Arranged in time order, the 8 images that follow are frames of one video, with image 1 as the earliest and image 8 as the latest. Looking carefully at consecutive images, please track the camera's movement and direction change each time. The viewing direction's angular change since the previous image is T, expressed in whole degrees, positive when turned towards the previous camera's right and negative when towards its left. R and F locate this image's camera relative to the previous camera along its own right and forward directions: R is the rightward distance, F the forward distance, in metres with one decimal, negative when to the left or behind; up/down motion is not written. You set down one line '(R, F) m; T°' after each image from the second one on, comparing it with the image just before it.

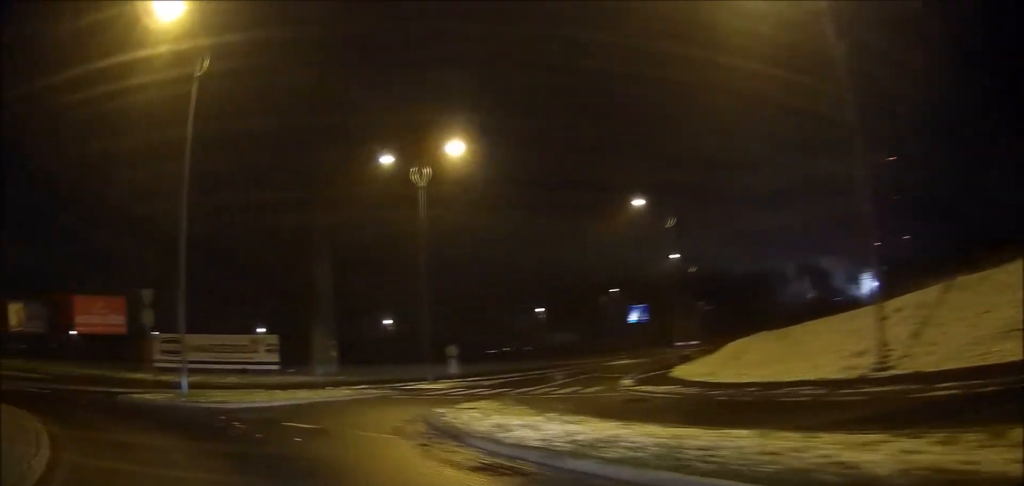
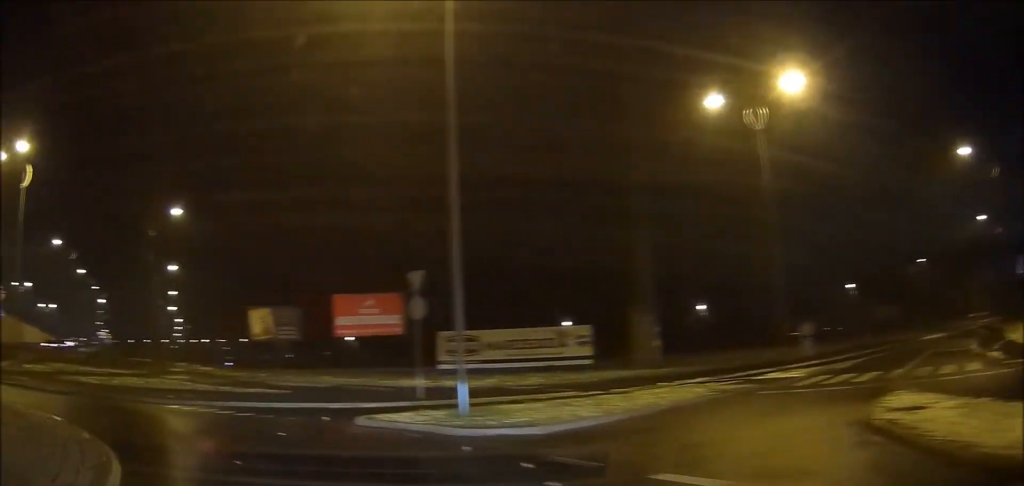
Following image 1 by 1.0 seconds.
(-1.1, +6.9) m; -33°
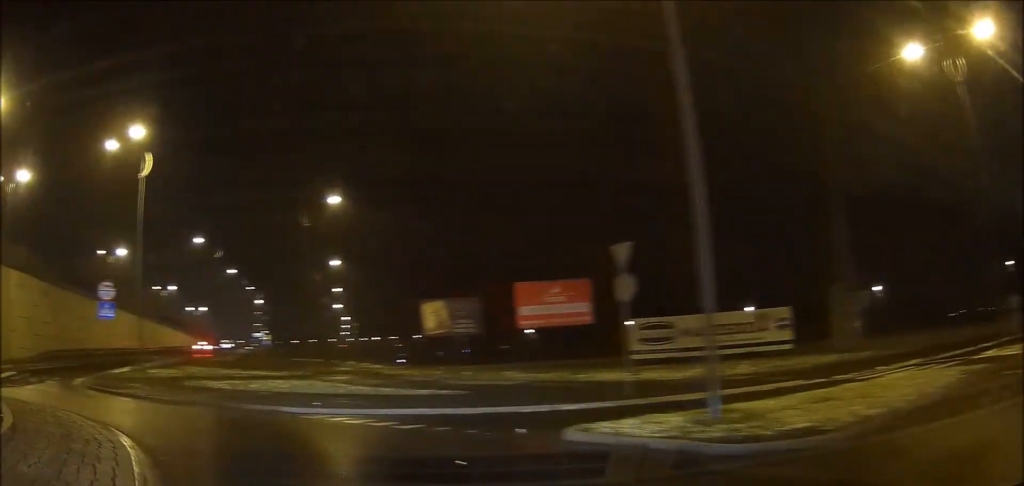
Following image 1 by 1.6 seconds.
(-1.5, +3.5) m; -16°
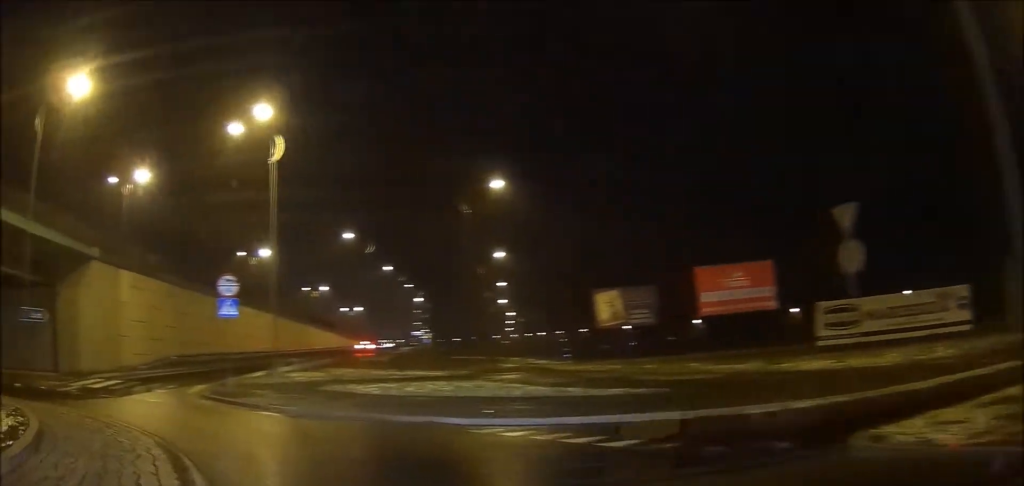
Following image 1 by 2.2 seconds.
(-0.7, +3.6) m; -13°
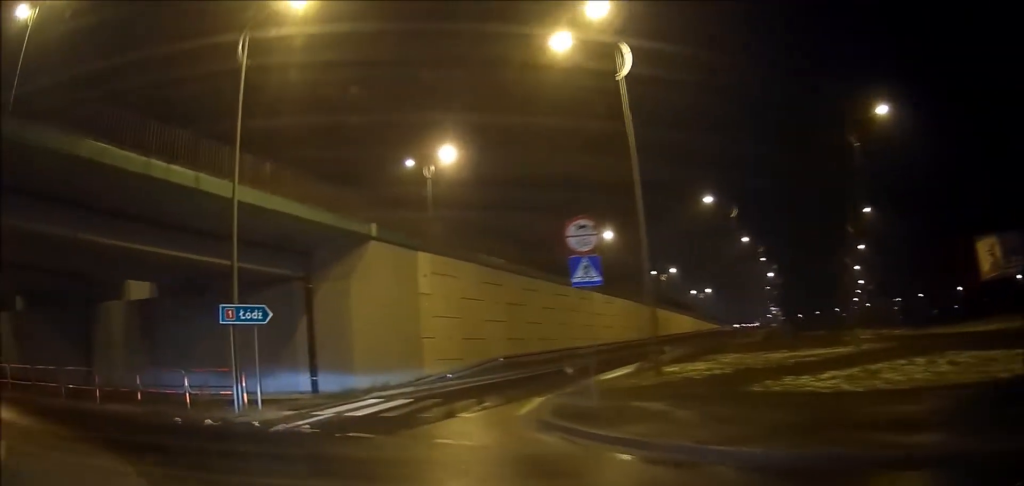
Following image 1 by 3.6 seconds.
(-1.5, +9.7) m; -17°
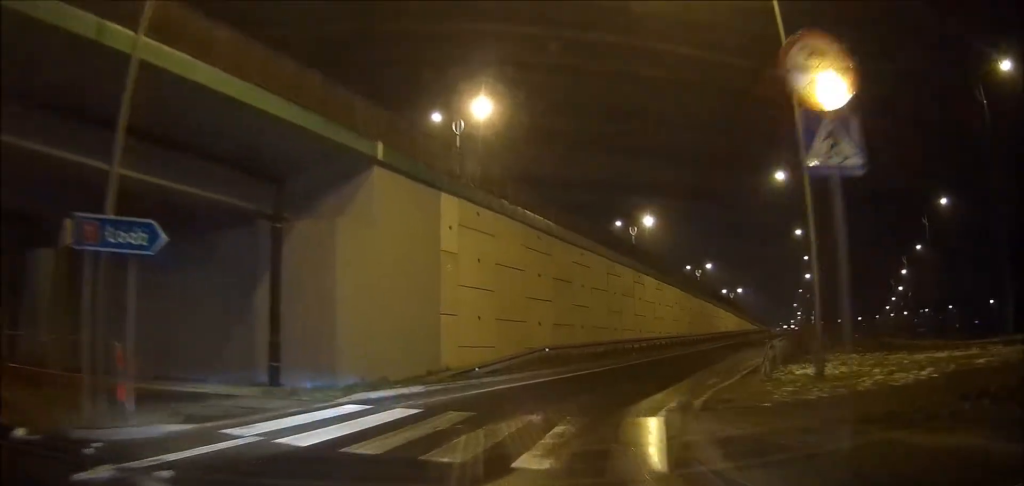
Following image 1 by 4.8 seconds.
(-0.8, +9.2) m; -5°
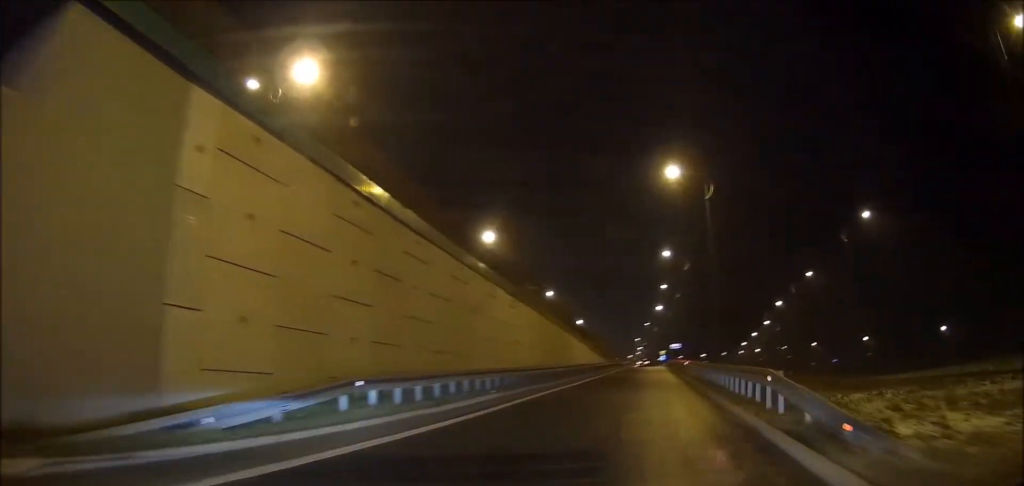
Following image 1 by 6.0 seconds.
(0.0, +10.5) m; +9°
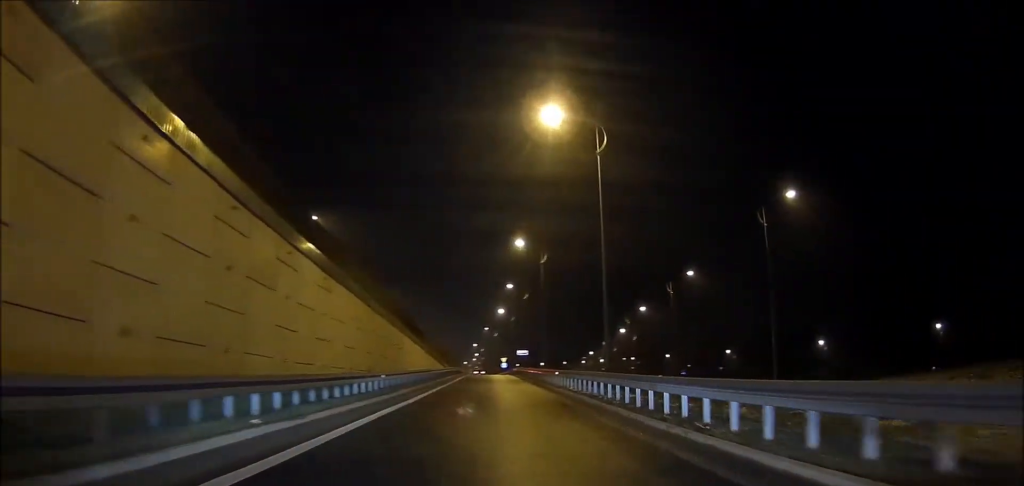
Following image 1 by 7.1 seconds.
(+1.6, +11.1) m; +10°
